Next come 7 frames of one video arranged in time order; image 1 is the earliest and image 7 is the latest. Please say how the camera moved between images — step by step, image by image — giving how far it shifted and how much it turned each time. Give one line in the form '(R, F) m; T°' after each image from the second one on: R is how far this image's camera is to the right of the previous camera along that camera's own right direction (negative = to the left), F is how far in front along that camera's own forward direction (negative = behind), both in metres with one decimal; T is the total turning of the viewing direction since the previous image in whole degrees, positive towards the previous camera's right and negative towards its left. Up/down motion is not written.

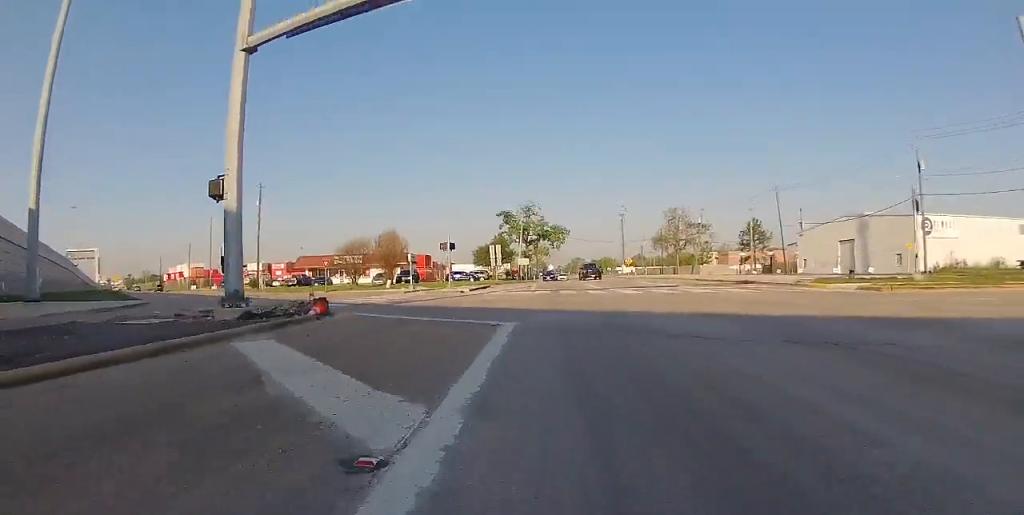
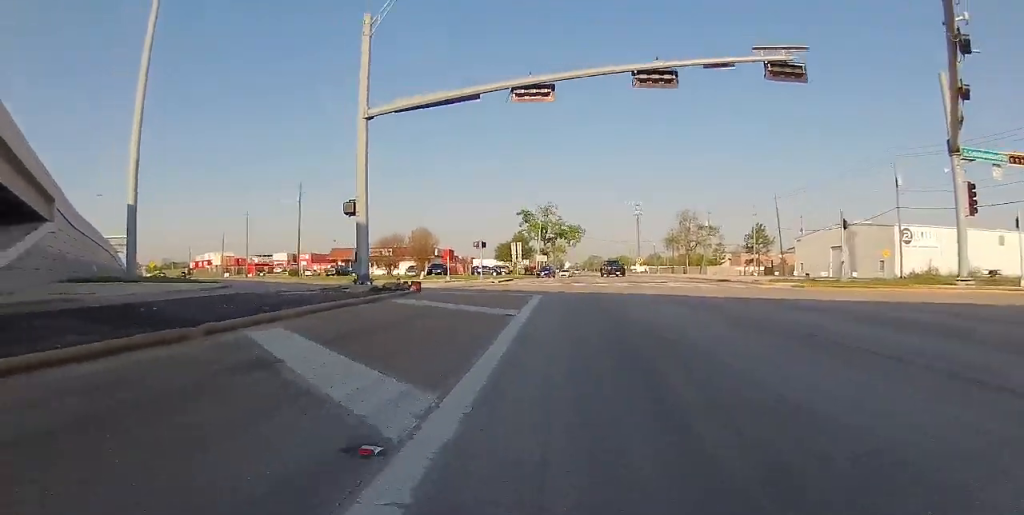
(0.0, +6.1) m; 0°
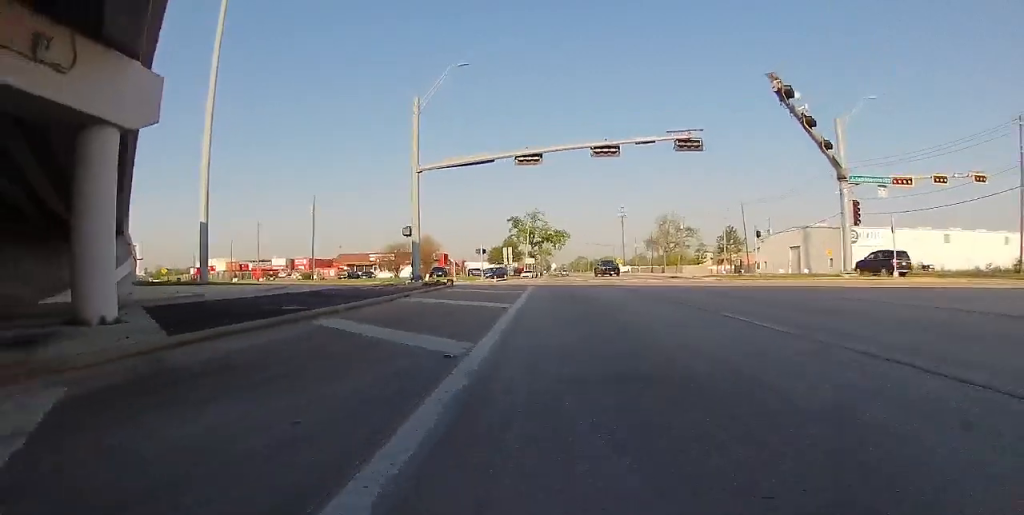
(-0.1, +8.9) m; -2°
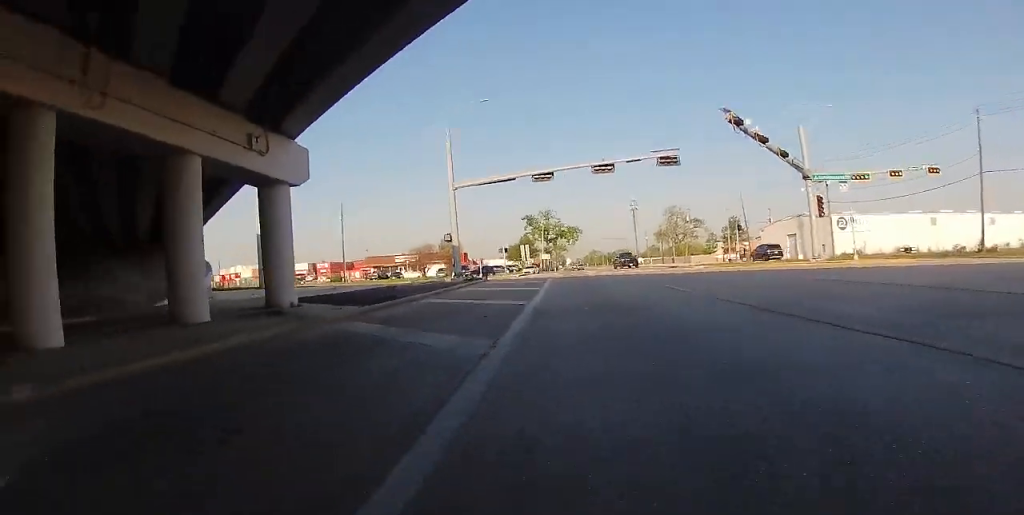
(-0.1, +8.1) m; -1°
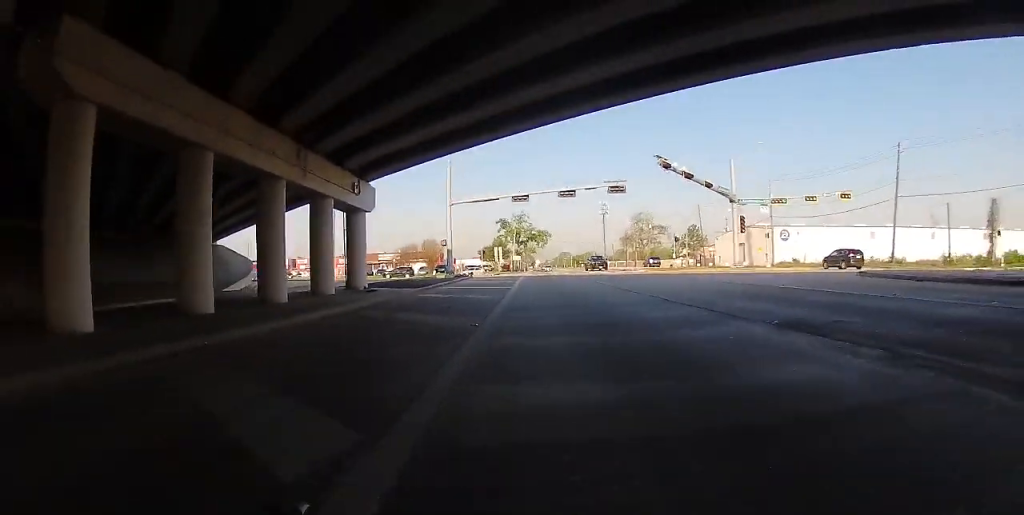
(0.0, +10.8) m; +1°
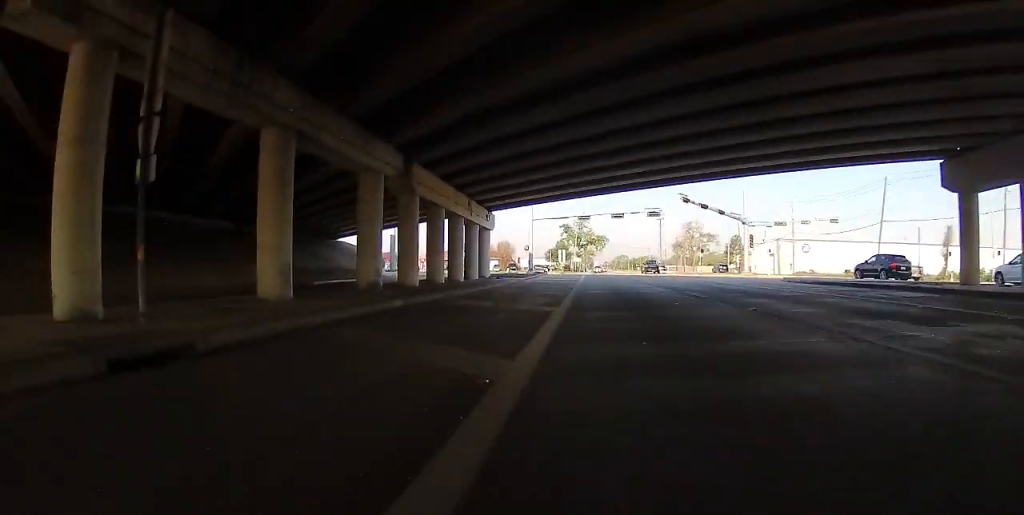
(+0.3, +14.4) m; +2°
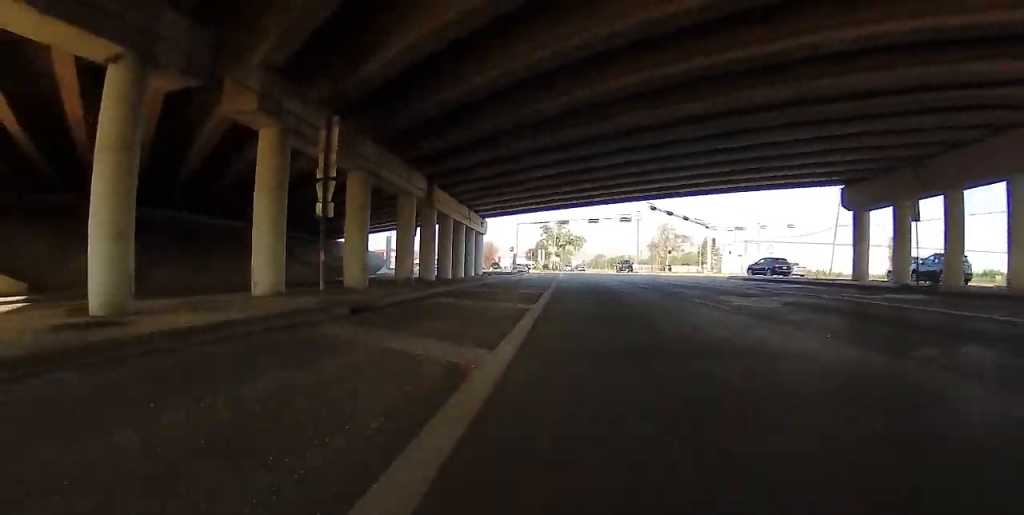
(0.0, +6.9) m; +2°
